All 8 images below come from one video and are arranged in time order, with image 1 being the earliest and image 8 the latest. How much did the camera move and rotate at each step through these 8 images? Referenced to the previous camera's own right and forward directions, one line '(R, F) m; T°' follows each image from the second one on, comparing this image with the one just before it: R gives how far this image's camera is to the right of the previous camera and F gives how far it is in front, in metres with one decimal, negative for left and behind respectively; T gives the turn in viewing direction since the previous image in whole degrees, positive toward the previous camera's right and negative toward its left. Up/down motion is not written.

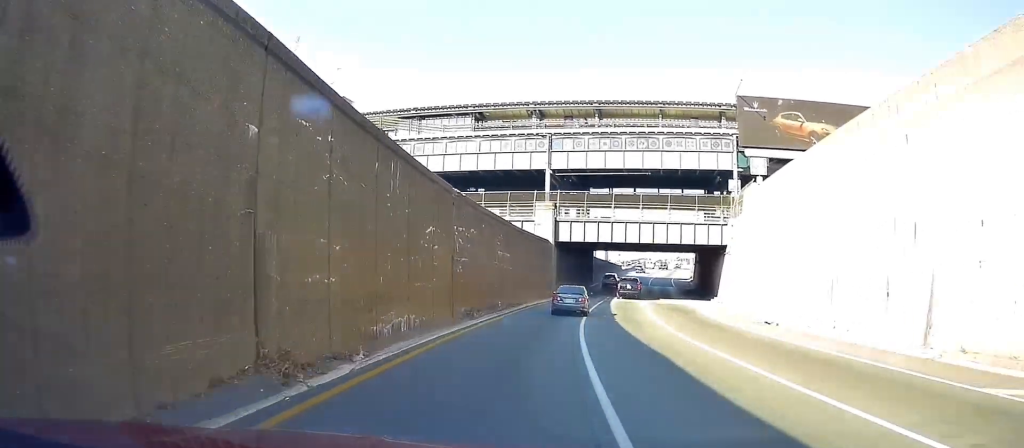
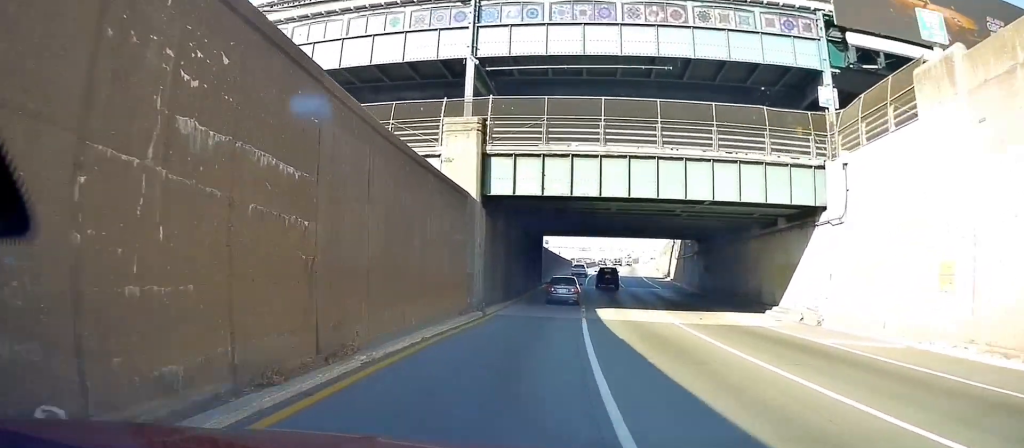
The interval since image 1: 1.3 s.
(+2.0, +23.8) m; +10°
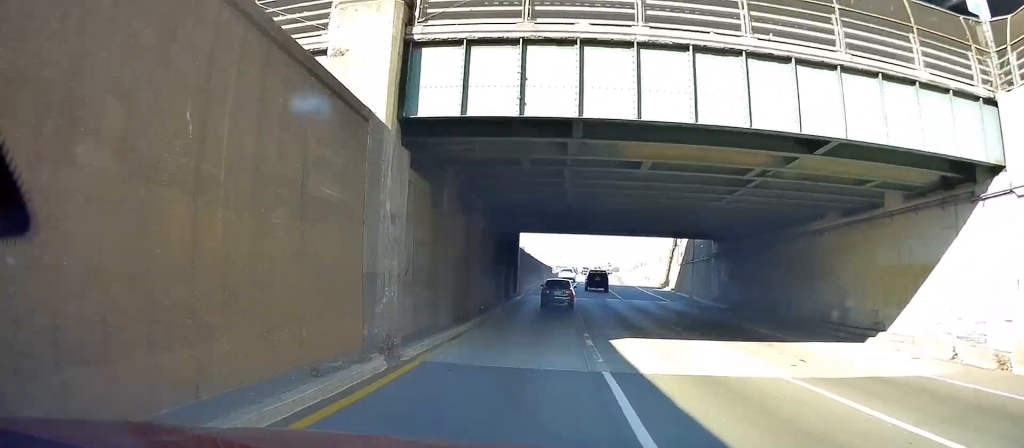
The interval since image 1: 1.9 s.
(+0.6, +11.5) m; +2°
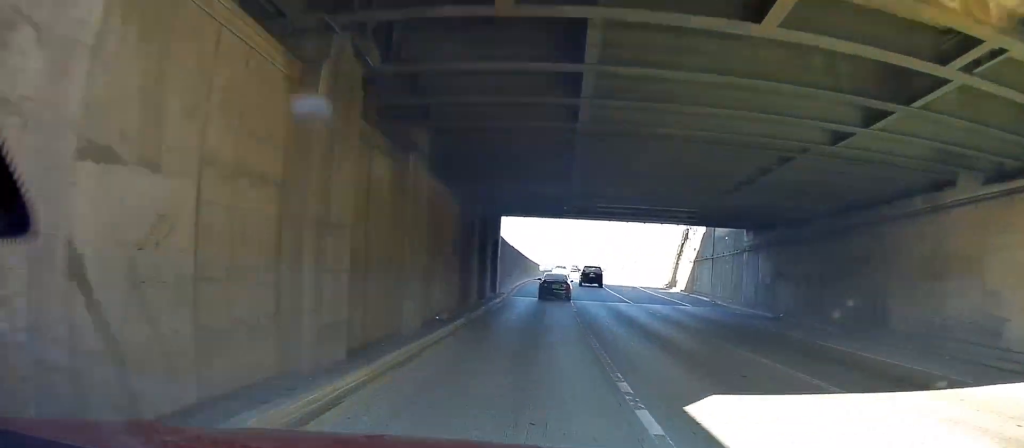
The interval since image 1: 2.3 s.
(+0.3, +9.0) m; +1°
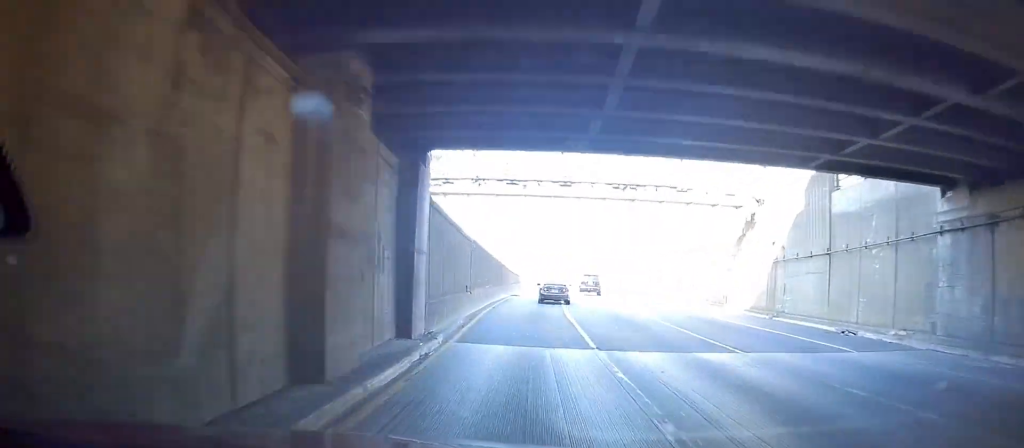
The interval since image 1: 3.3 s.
(-0.4, +18.8) m; +1°
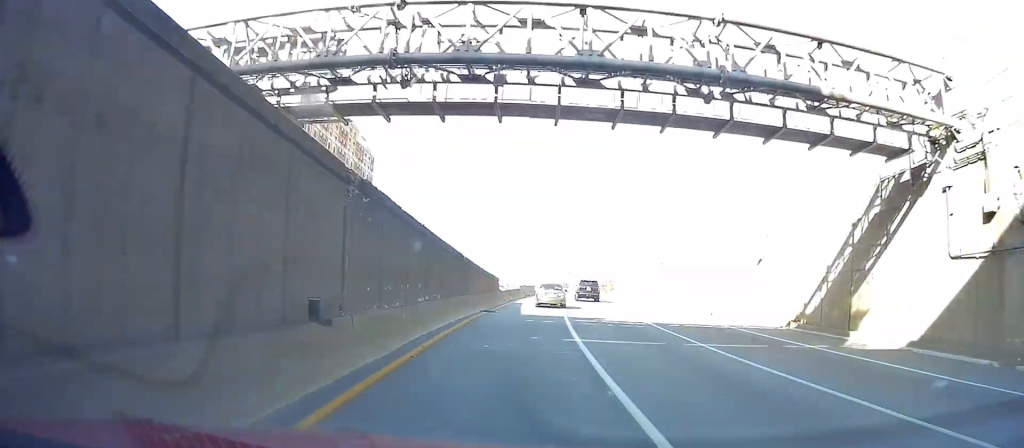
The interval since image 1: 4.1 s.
(+0.7, +16.8) m; +3°
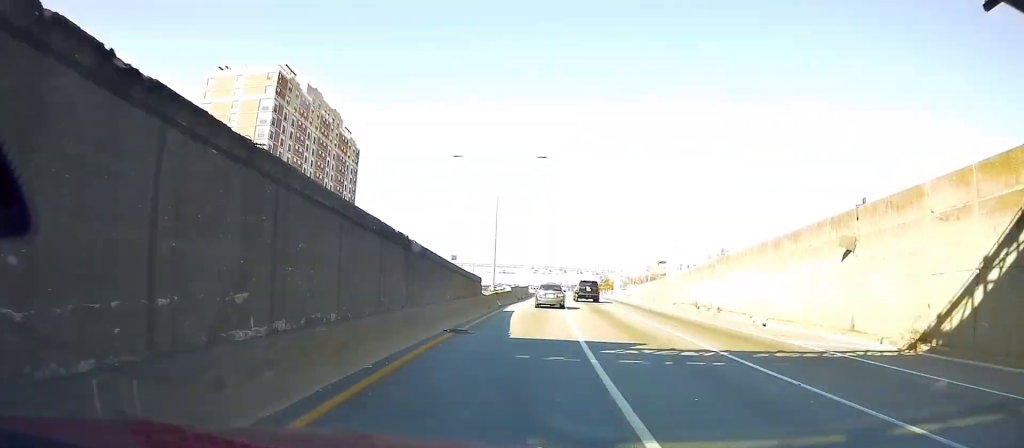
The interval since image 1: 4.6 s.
(+0.2, +10.1) m; +2°
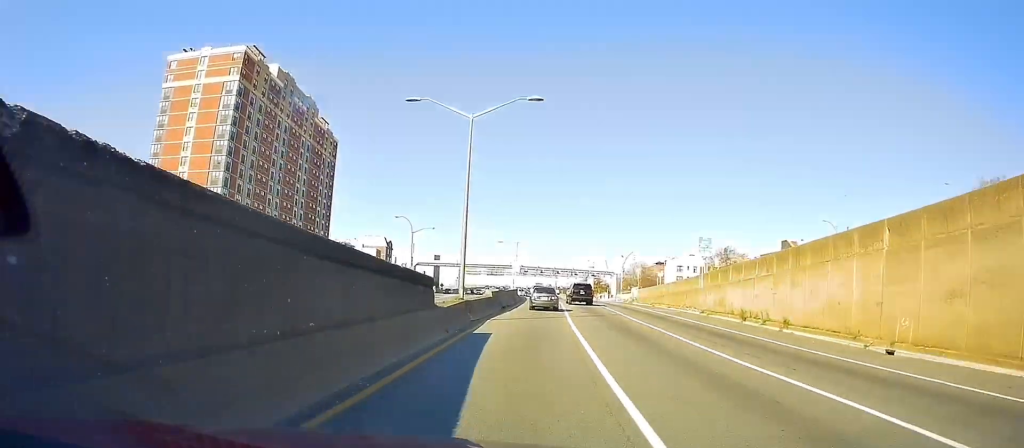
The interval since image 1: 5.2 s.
(0.0, +12.1) m; +3°
